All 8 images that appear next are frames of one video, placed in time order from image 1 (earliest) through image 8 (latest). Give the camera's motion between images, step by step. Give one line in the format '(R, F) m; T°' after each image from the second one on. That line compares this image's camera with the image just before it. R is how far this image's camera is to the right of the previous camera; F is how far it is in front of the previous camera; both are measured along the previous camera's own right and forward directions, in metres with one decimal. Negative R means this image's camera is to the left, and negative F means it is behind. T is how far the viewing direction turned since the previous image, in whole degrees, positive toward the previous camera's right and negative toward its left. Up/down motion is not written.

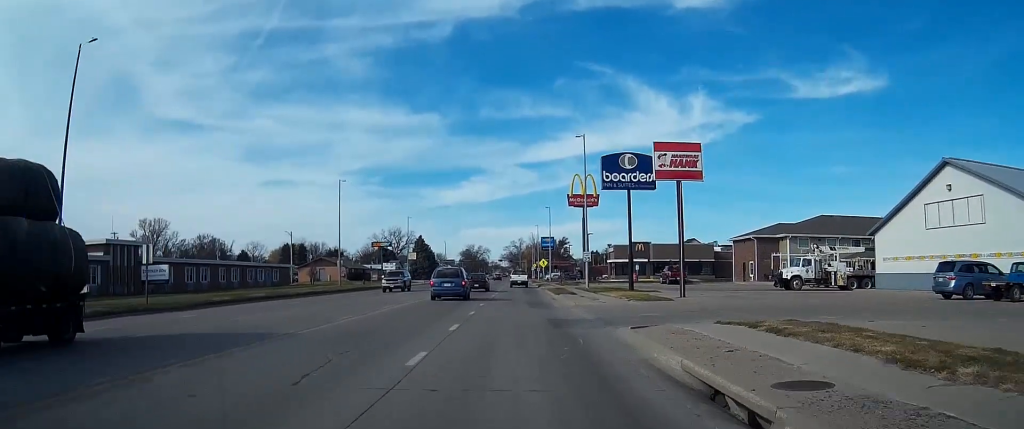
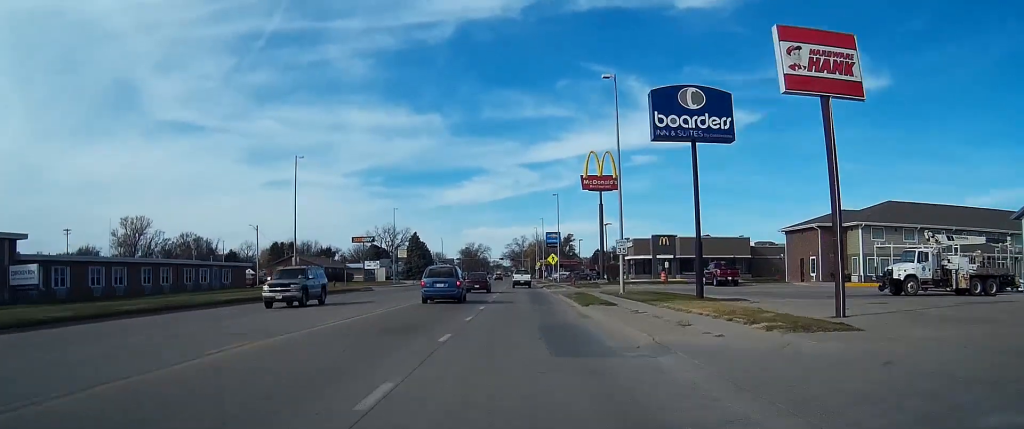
(0.0, +17.8) m; 0°
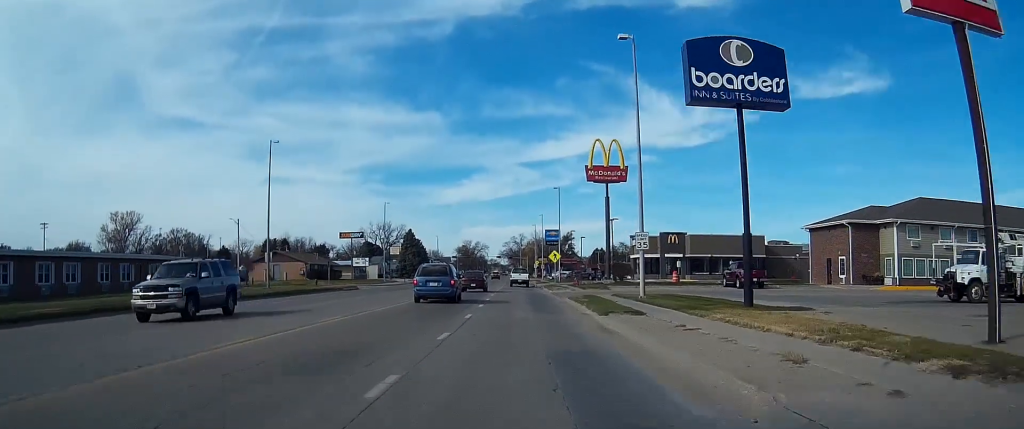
(0.0, +6.9) m; 0°
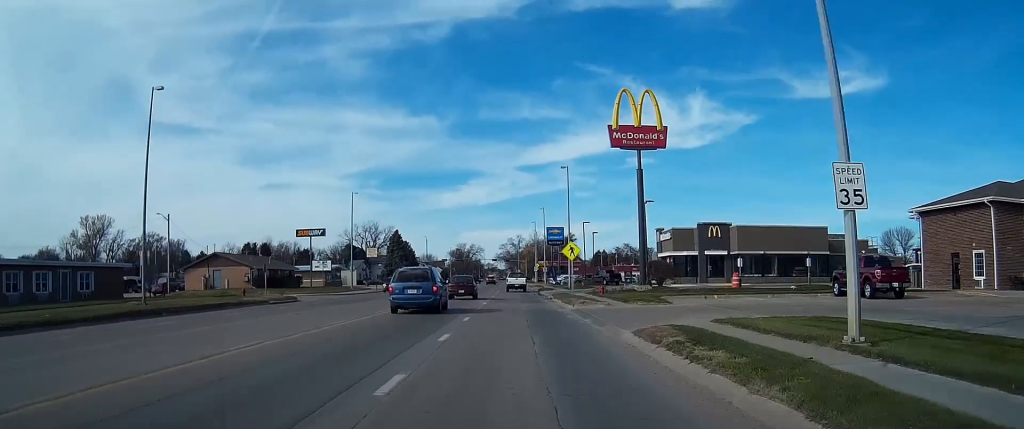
(+0.2, +20.9) m; +1°
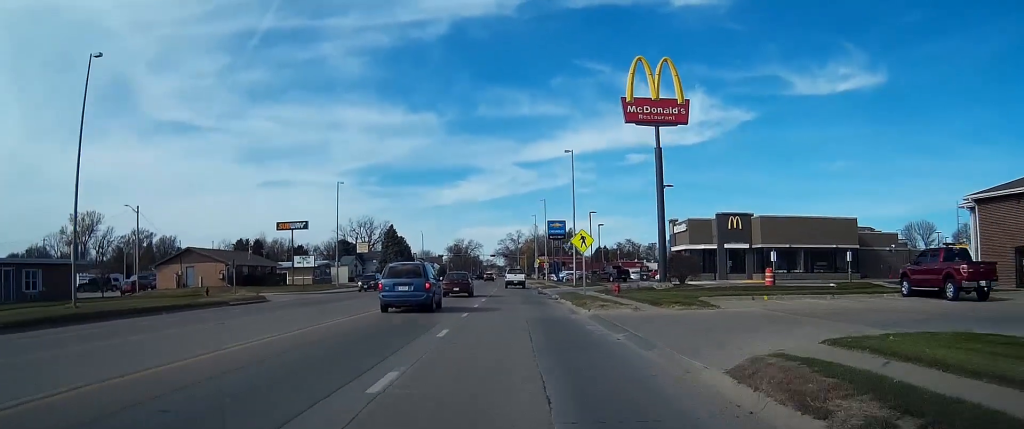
(0.0, +7.2) m; 0°
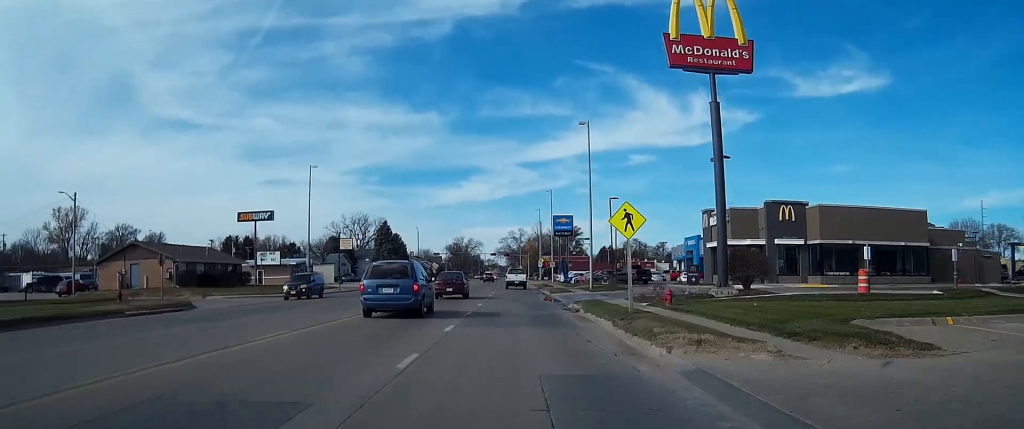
(0.0, +12.5) m; 0°
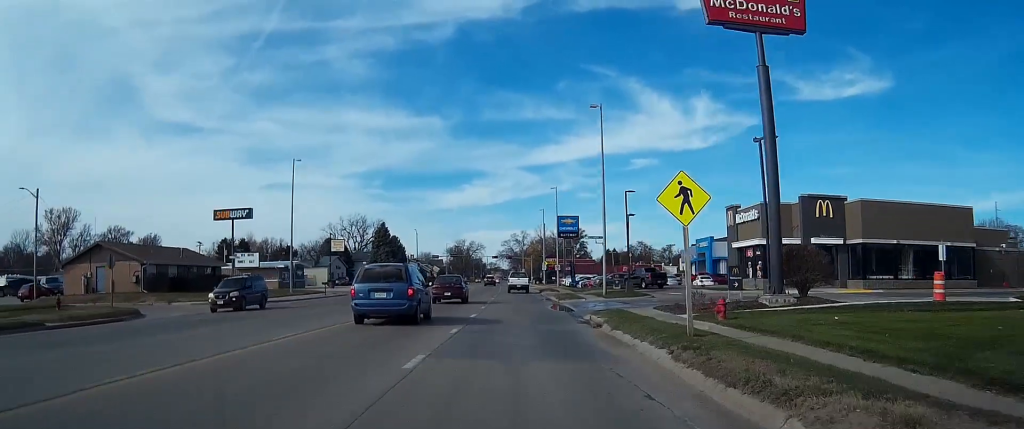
(0.0, +6.4) m; 0°
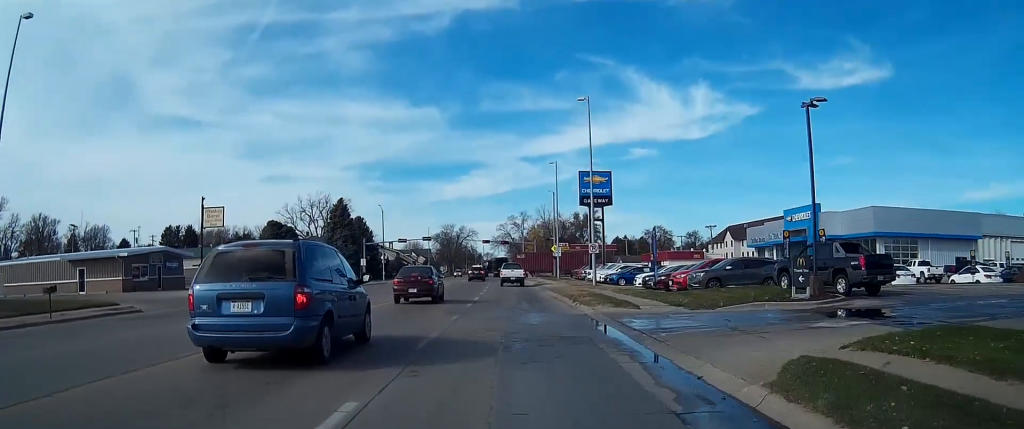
(0.0, +41.0) m; 0°
